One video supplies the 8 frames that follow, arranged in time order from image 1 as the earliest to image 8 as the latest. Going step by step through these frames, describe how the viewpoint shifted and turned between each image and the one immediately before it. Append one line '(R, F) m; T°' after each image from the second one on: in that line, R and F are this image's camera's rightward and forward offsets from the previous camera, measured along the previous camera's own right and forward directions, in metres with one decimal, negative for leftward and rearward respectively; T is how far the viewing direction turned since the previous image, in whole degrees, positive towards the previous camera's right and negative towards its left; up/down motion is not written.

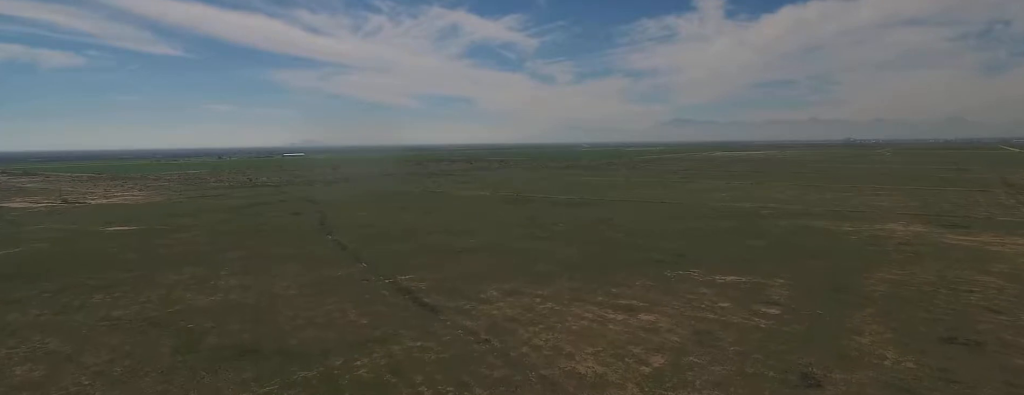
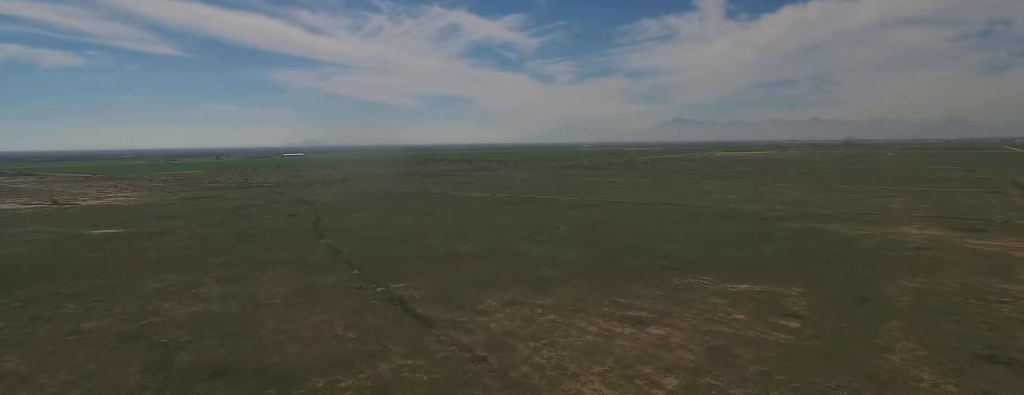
(0.0, +11.0) m; 0°
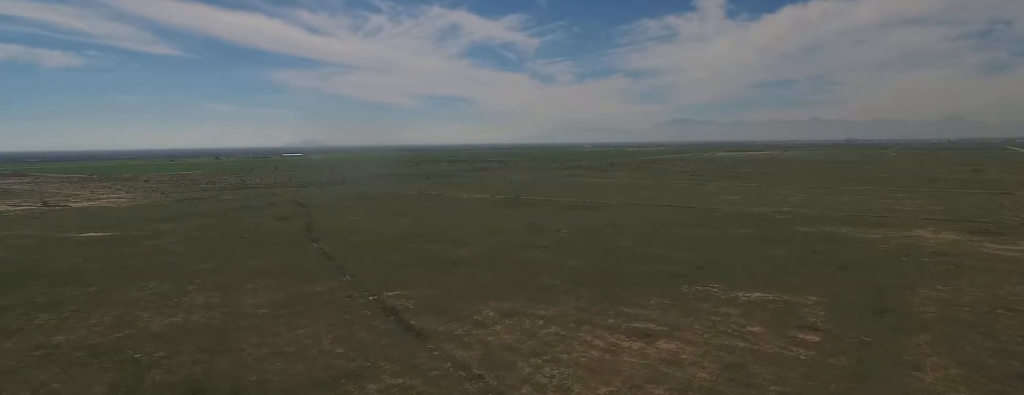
(0.0, +9.7) m; -1°
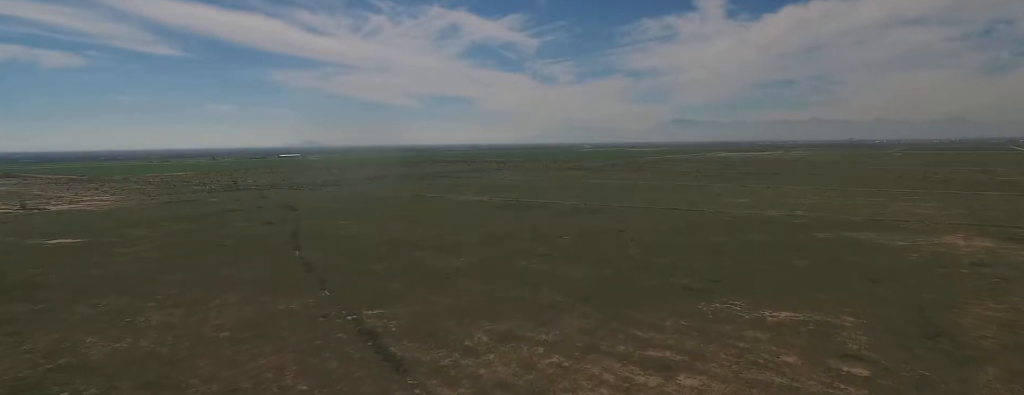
(-0.2, +20.3) m; -1°
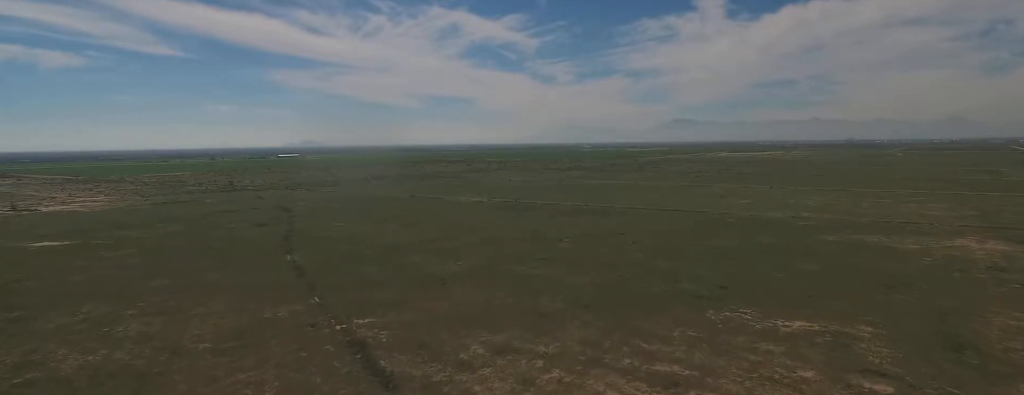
(0.0, +8.1) m; 0°
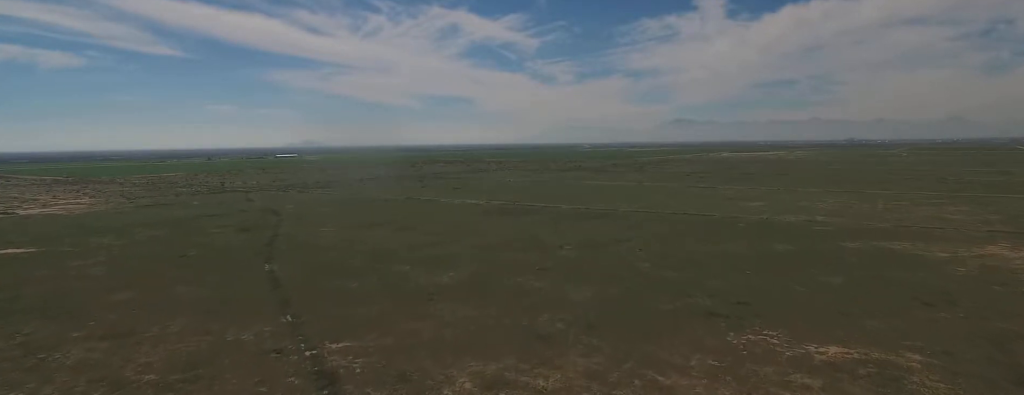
(0.0, +18.2) m; +1°
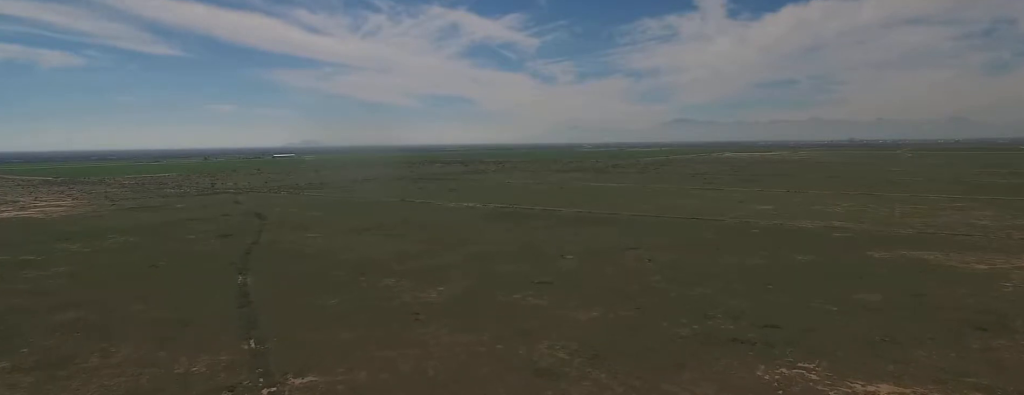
(+0.3, +18.5) m; +2°
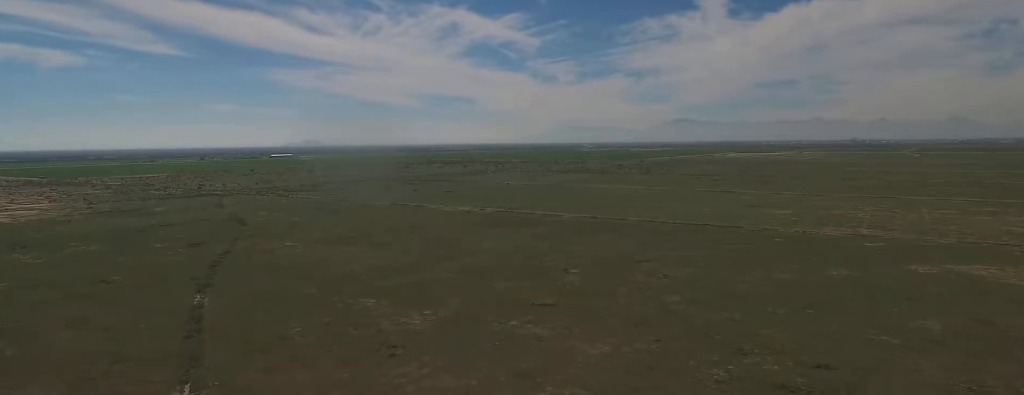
(+0.4, +23.9) m; +1°
